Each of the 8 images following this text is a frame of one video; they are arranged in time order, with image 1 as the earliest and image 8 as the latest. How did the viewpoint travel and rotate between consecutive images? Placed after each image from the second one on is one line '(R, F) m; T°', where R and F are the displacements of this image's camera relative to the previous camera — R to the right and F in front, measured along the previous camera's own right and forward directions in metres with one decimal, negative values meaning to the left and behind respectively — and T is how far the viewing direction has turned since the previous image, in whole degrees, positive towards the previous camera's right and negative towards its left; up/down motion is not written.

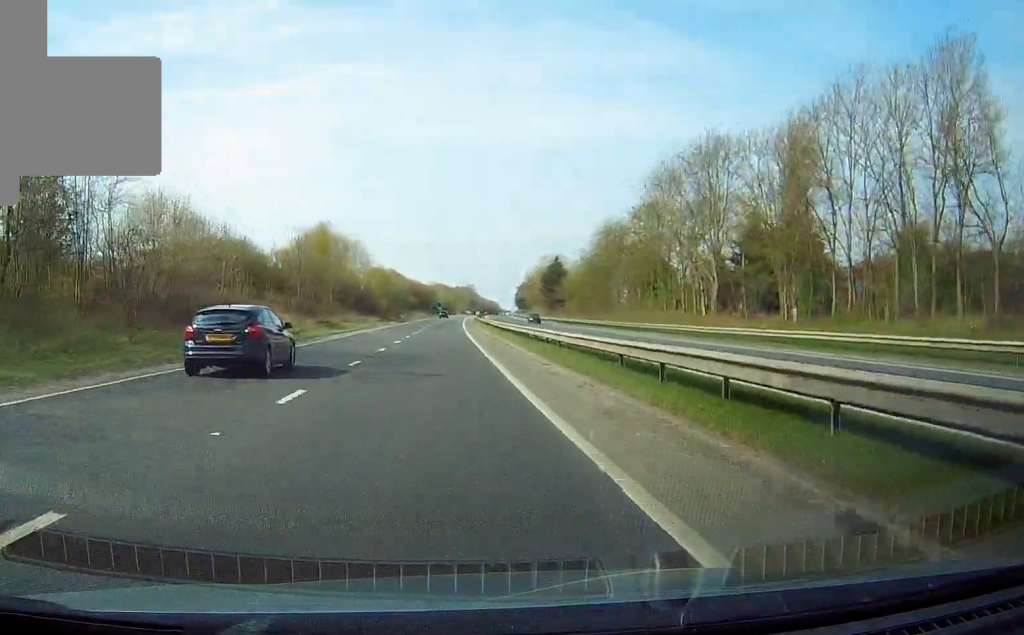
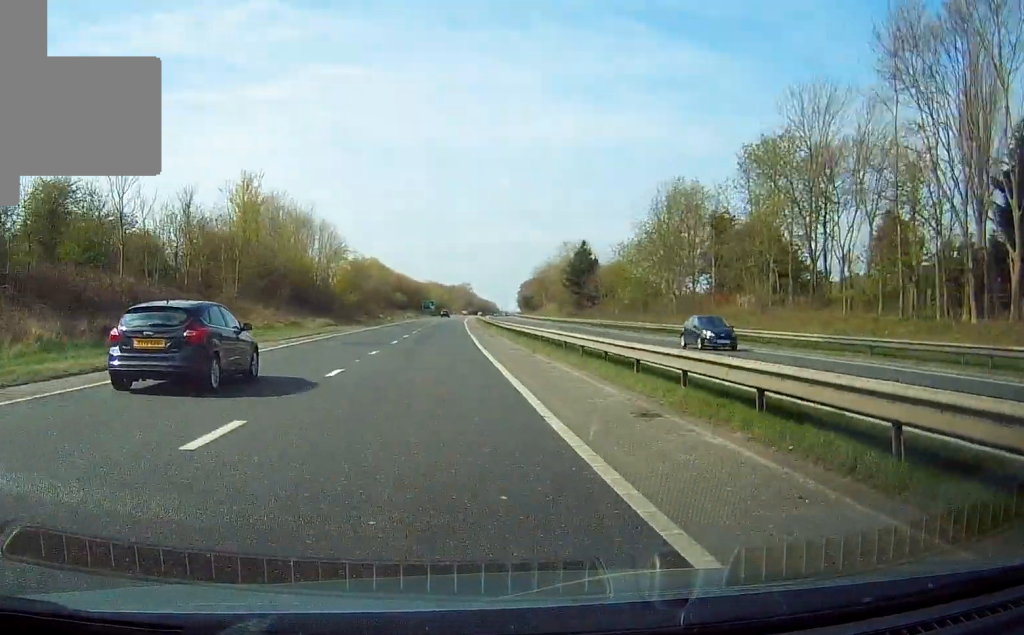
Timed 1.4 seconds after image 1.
(+0.1, +39.3) m; 0°
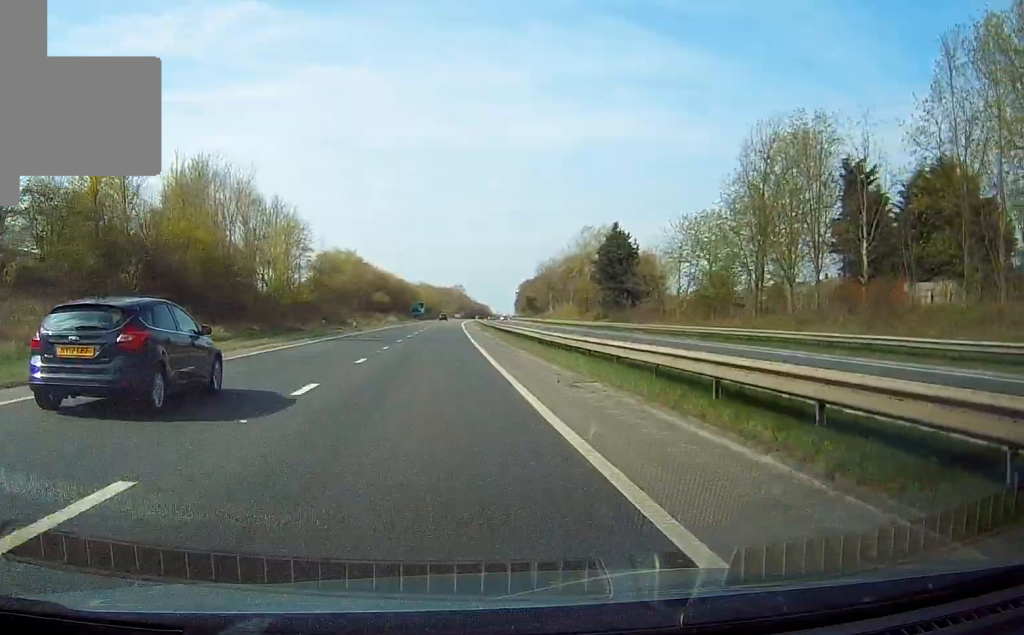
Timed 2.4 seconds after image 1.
(0.0, +30.5) m; 0°
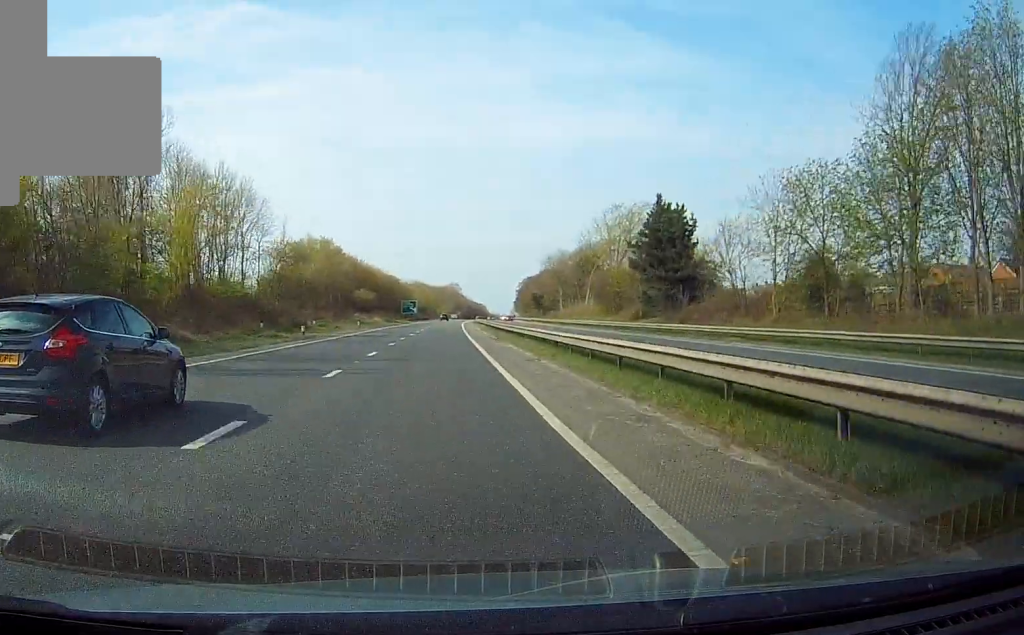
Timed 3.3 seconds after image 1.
(0.0, +23.3) m; 0°
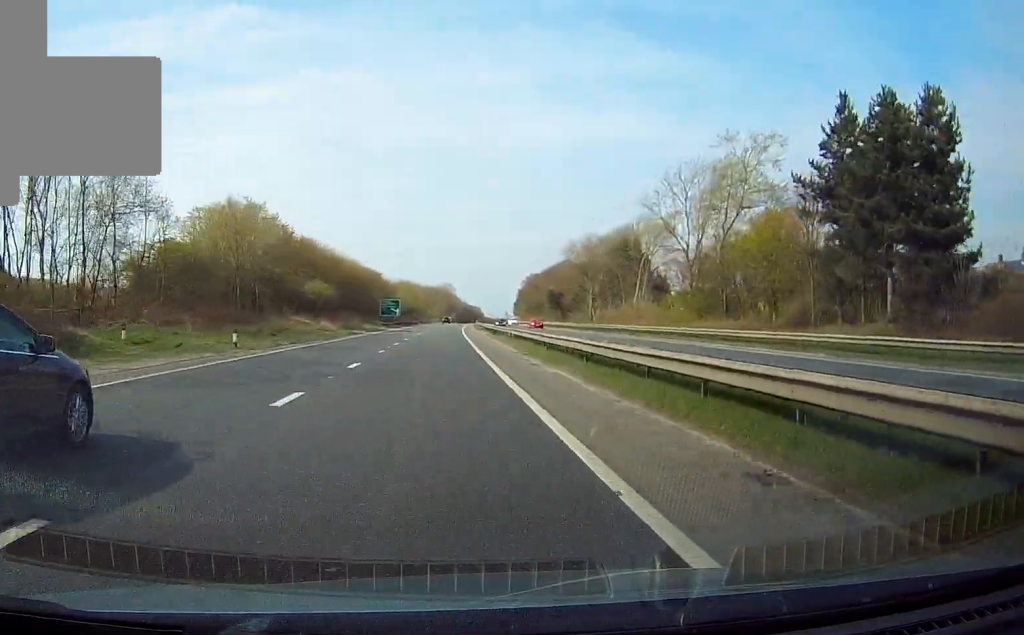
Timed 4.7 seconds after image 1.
(+0.2, +41.2) m; +1°
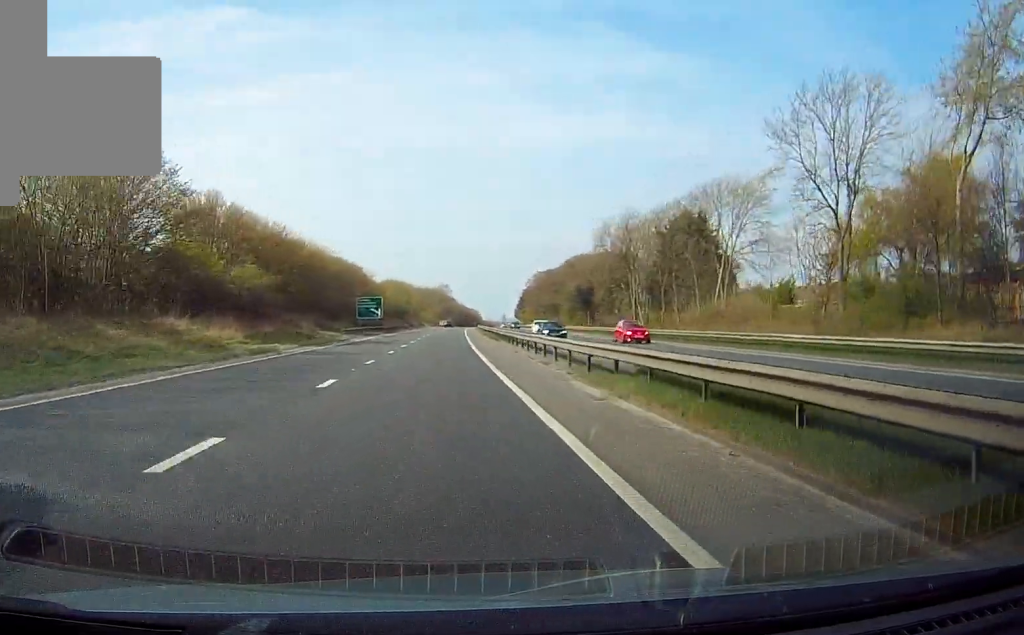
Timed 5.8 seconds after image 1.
(+0.5, +31.8) m; +1°
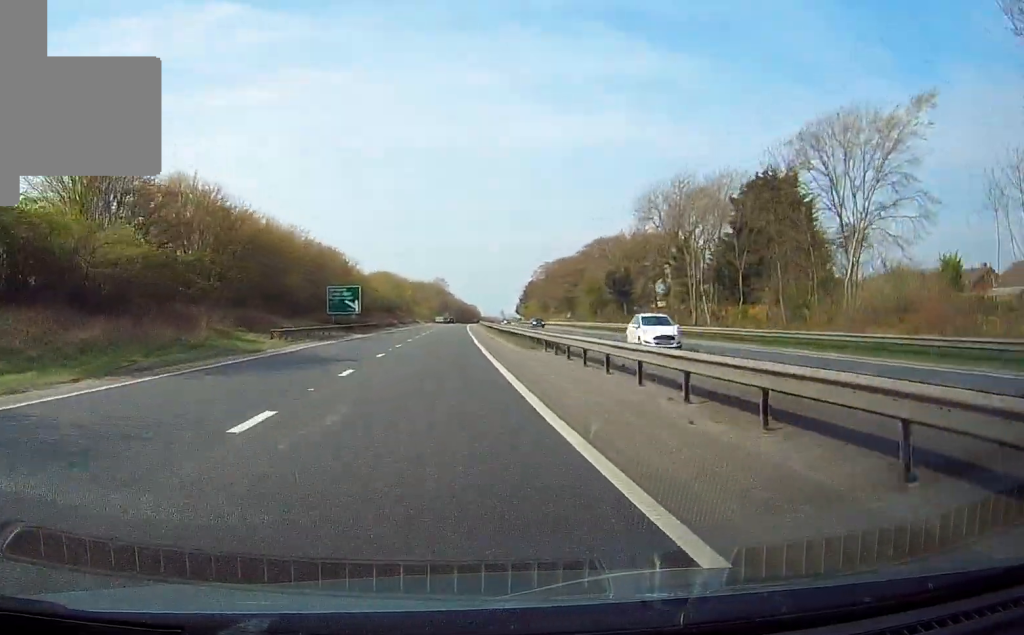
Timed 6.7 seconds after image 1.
(0.0, +24.6) m; 0°
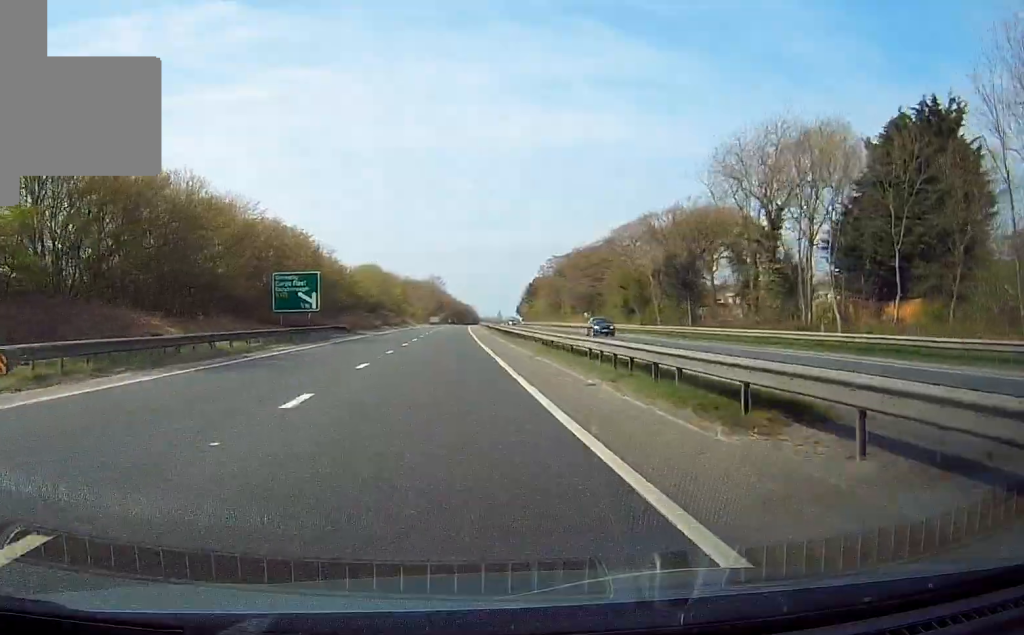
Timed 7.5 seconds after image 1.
(-0.4, +25.0) m; 0°
